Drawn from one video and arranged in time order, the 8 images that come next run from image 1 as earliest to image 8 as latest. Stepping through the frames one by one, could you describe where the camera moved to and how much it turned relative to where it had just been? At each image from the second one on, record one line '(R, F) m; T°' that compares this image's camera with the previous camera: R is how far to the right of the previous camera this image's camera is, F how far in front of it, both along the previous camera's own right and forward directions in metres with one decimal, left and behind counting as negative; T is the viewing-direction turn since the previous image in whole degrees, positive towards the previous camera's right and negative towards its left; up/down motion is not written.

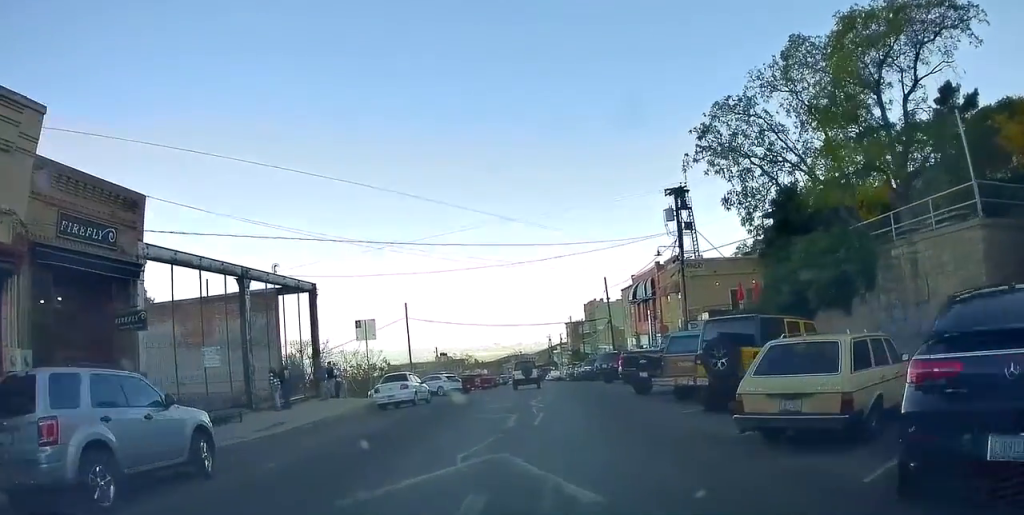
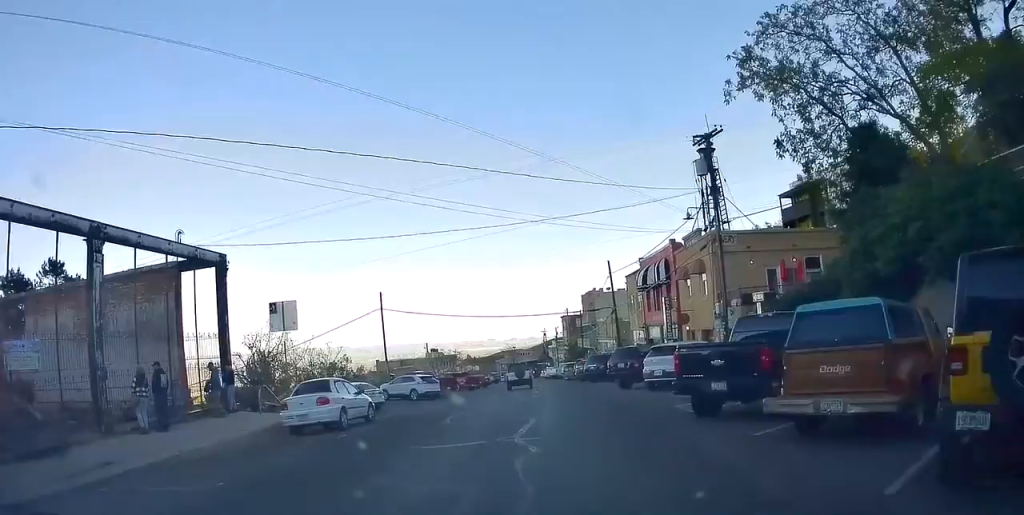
(0.0, +7.8) m; 0°
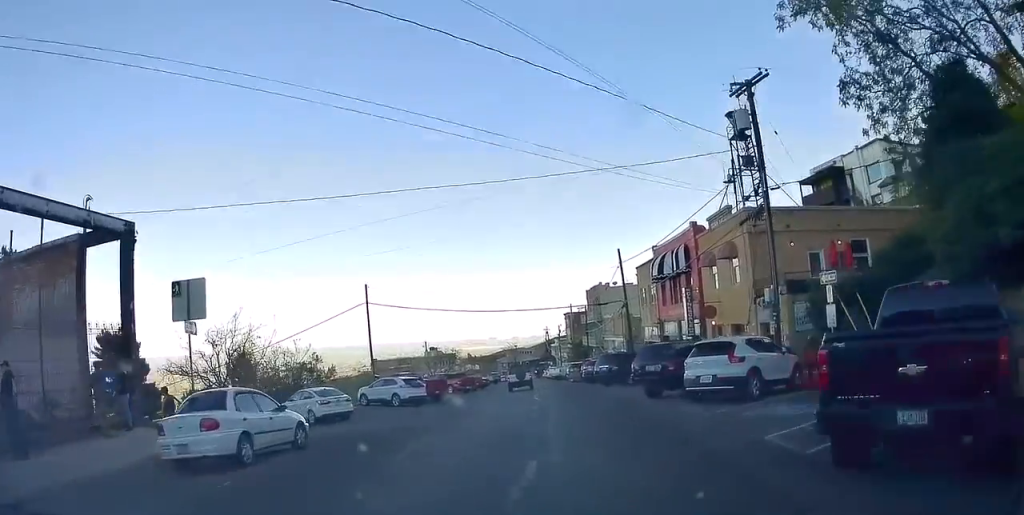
(0.0, +5.1) m; +1°
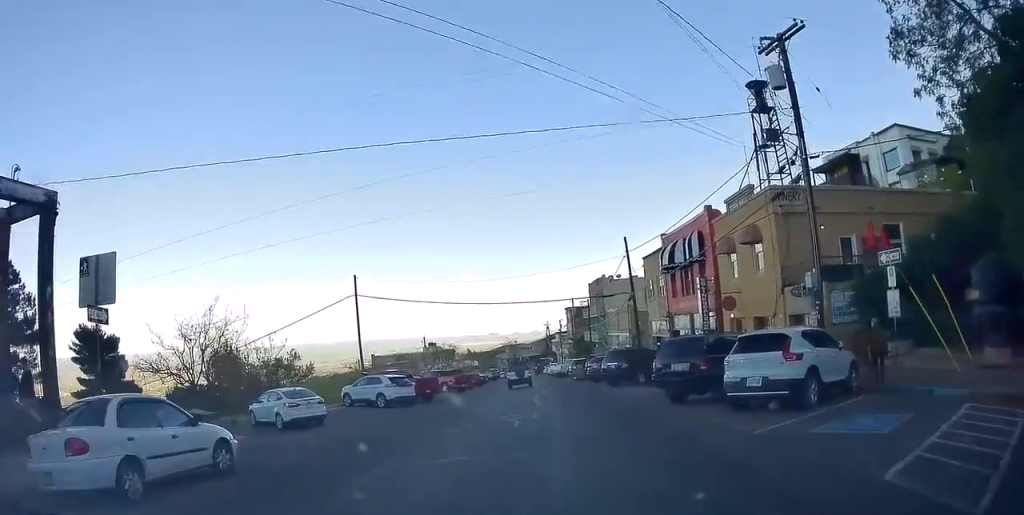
(0.0, +2.9) m; +1°
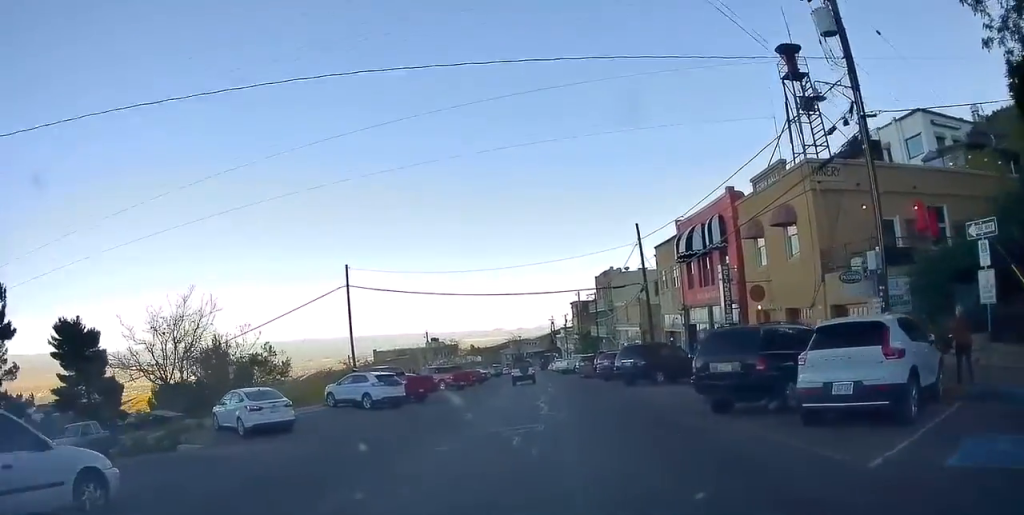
(0.0, +2.7) m; 0°
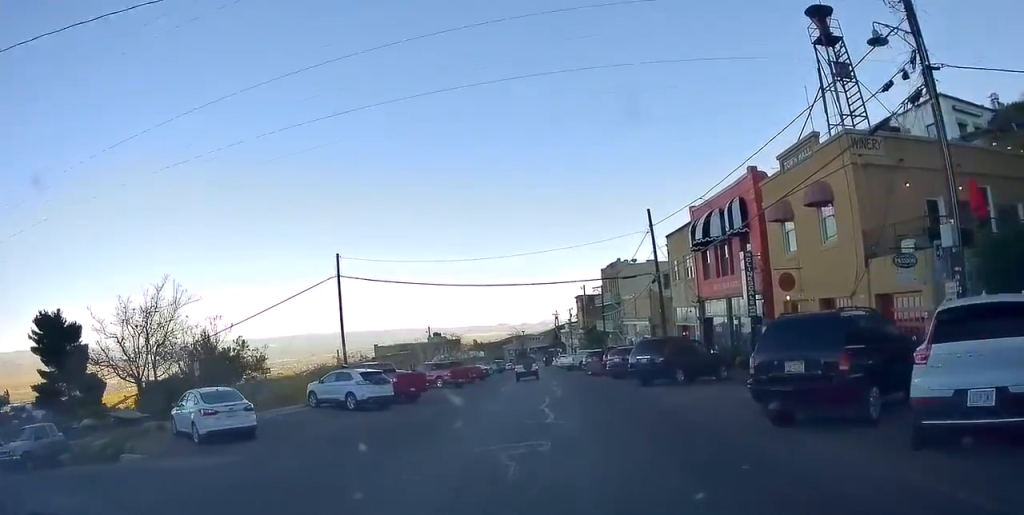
(0.0, +2.3) m; 0°
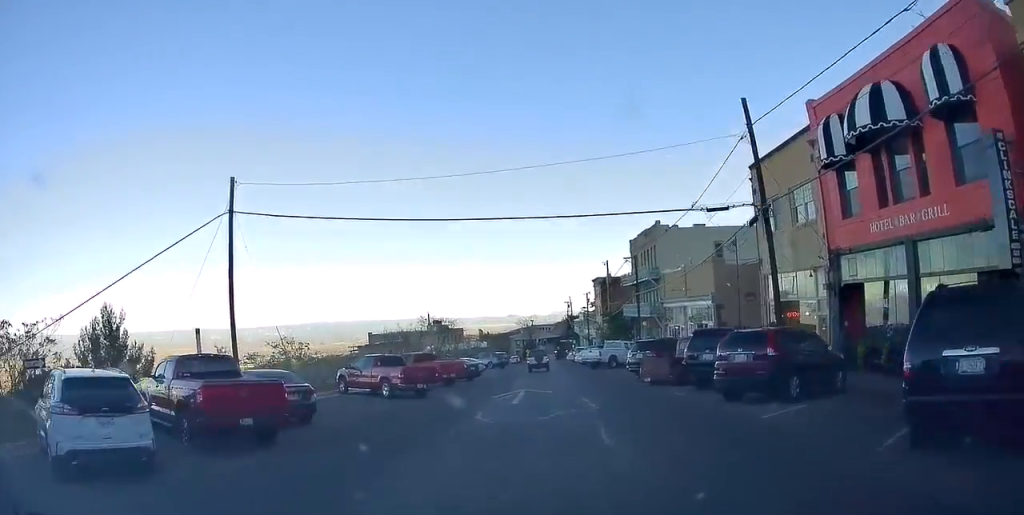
(-0.6, +14.0) m; -4°
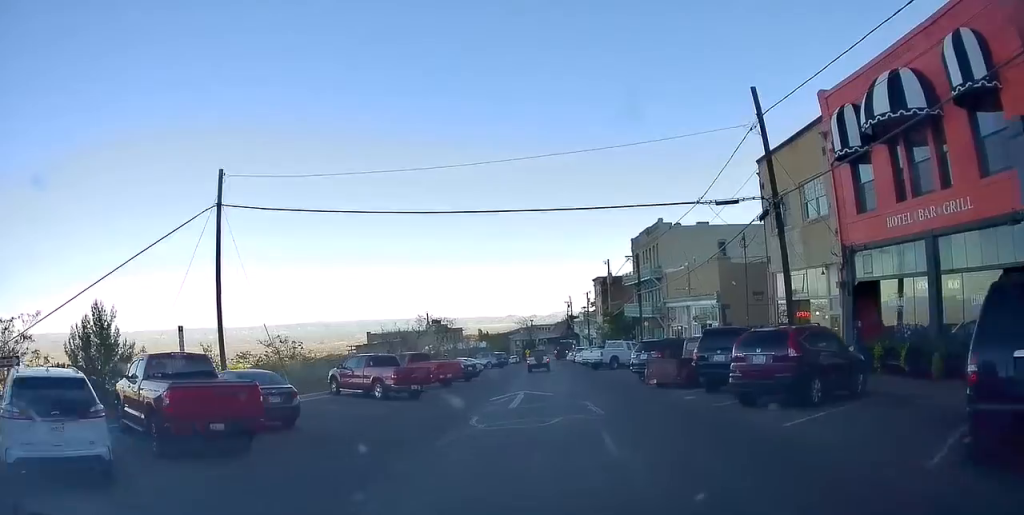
(0.0, +8.9) m; 0°
